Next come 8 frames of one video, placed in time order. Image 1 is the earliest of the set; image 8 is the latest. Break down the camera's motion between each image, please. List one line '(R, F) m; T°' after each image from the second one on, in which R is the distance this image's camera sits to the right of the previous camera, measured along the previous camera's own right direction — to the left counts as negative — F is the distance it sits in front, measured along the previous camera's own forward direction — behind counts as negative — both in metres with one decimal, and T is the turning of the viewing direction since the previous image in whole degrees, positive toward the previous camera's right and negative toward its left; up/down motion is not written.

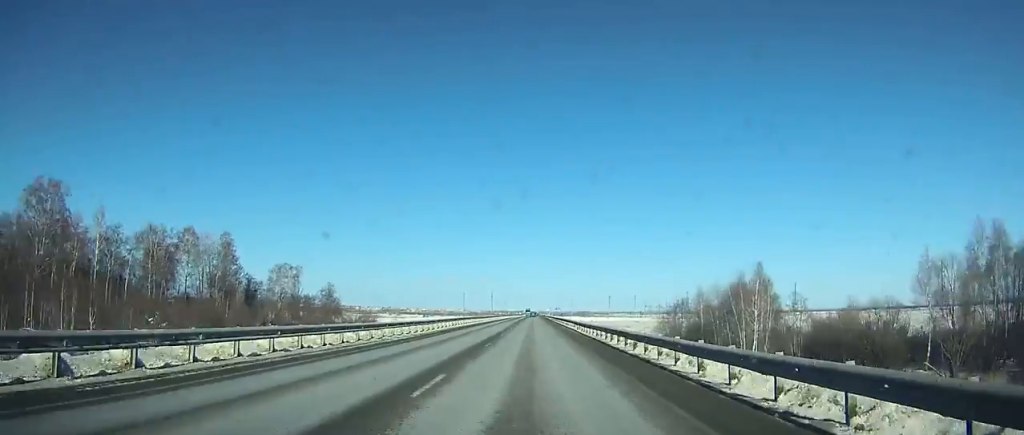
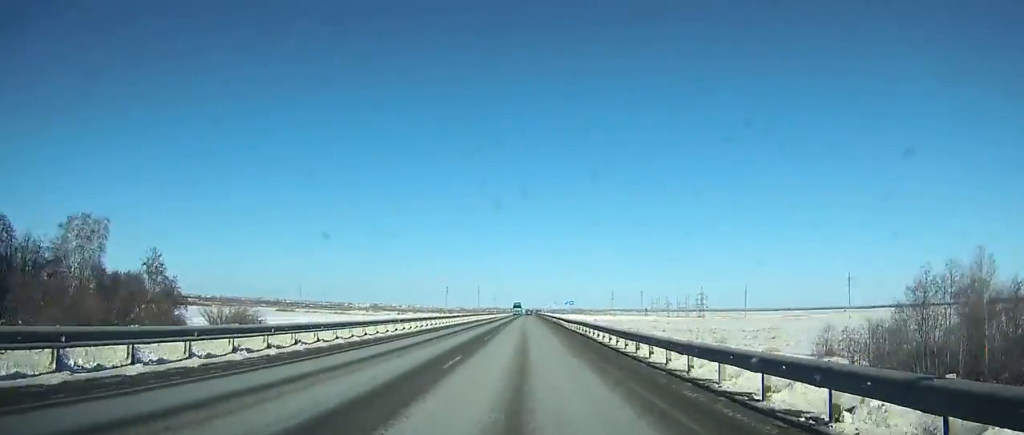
(+0.2, +68.5) m; 0°
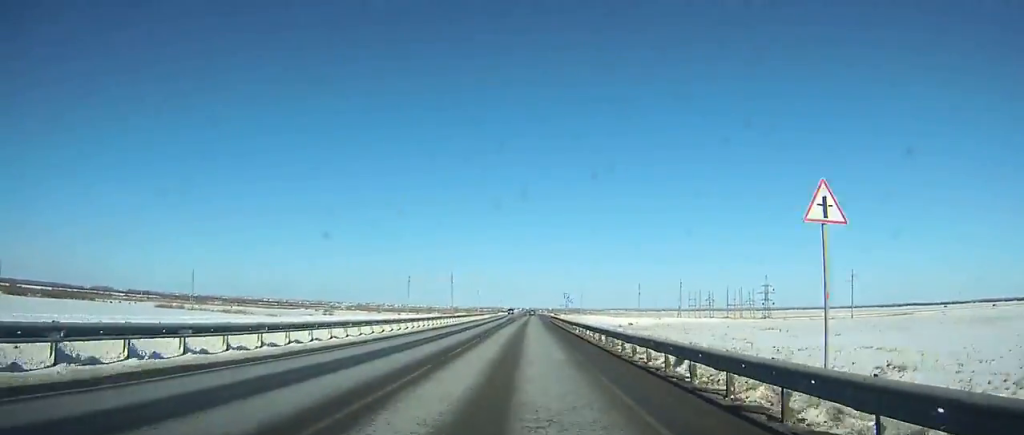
(+0.6, +138.9) m; 0°
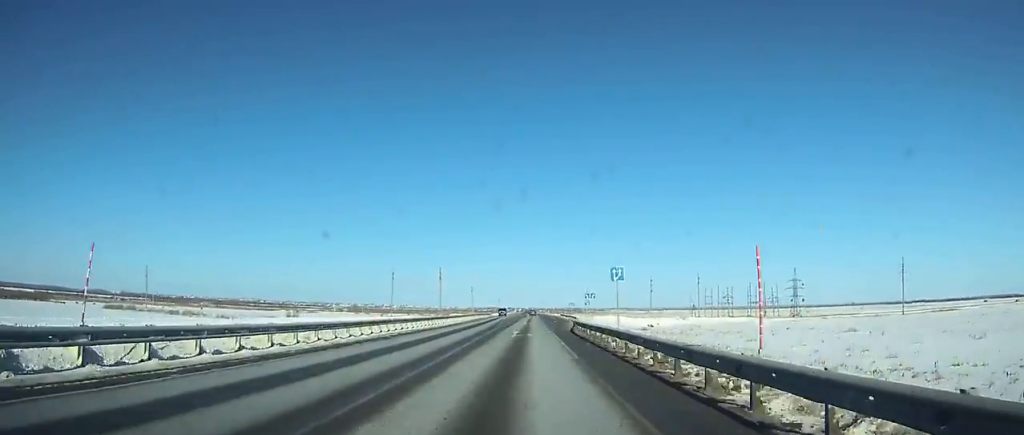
(0.0, +37.9) m; 0°
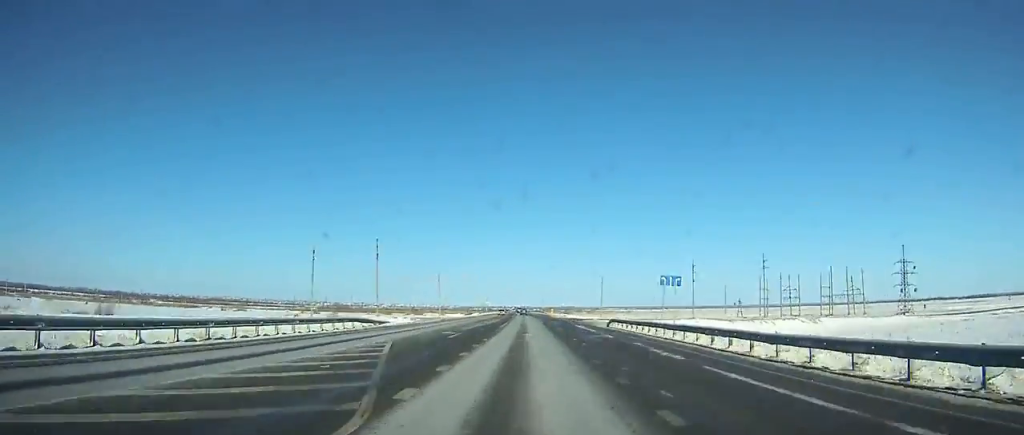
(+0.3, +102.4) m; 0°
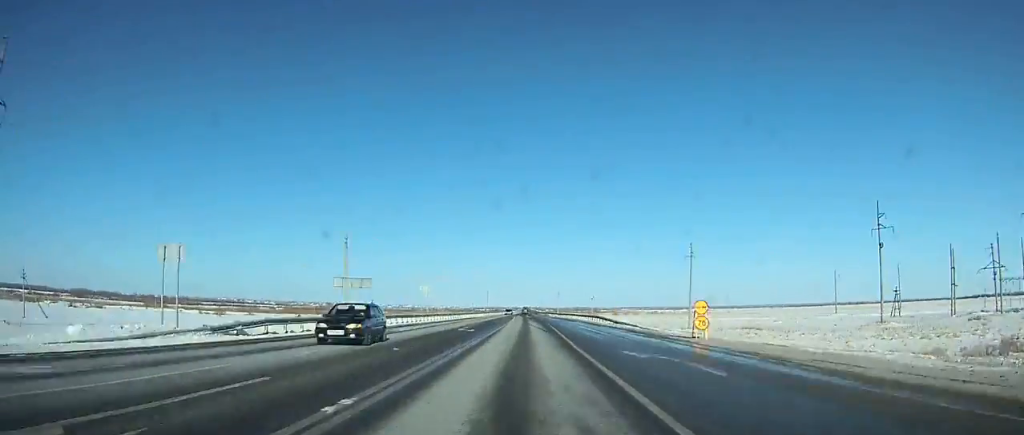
(-1.2, +130.9) m; -1°
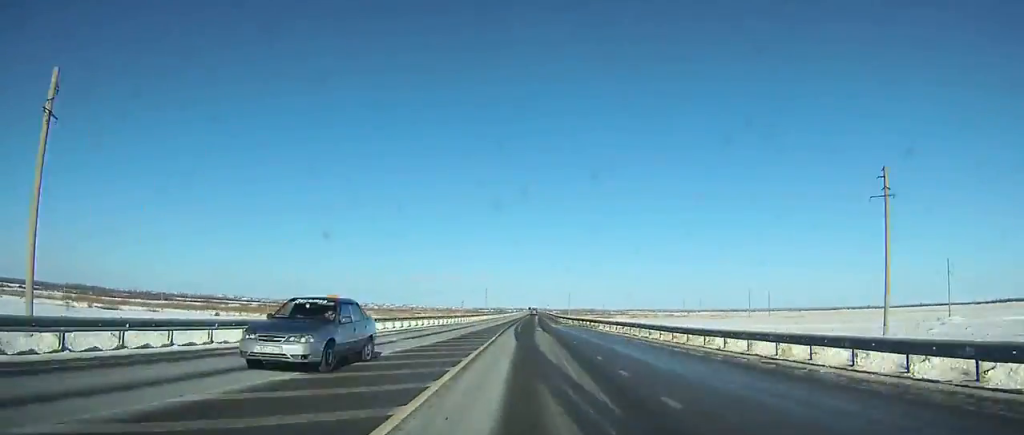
(-0.3, +74.4) m; 0°
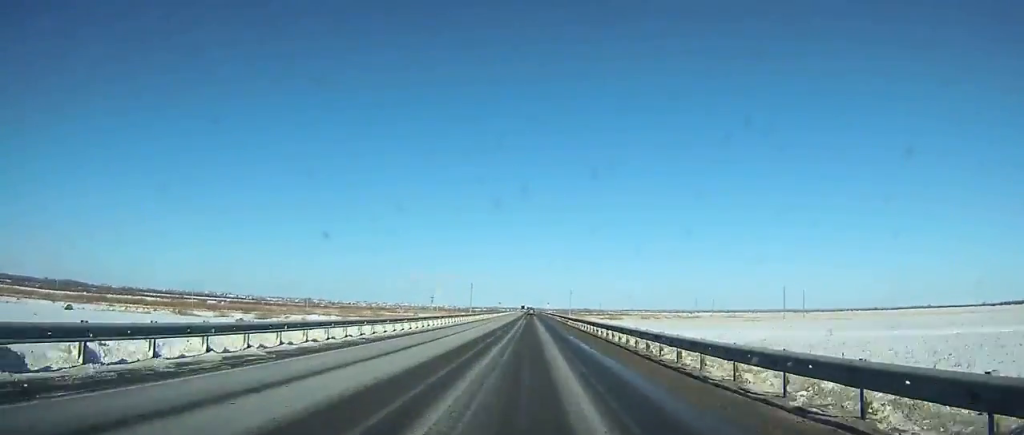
(+0.1, +63.4) m; 0°
